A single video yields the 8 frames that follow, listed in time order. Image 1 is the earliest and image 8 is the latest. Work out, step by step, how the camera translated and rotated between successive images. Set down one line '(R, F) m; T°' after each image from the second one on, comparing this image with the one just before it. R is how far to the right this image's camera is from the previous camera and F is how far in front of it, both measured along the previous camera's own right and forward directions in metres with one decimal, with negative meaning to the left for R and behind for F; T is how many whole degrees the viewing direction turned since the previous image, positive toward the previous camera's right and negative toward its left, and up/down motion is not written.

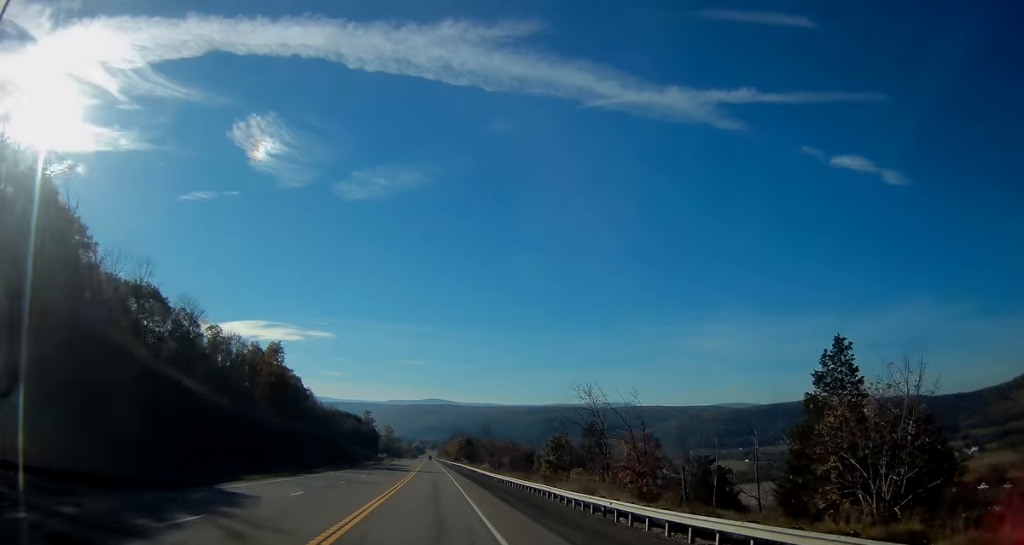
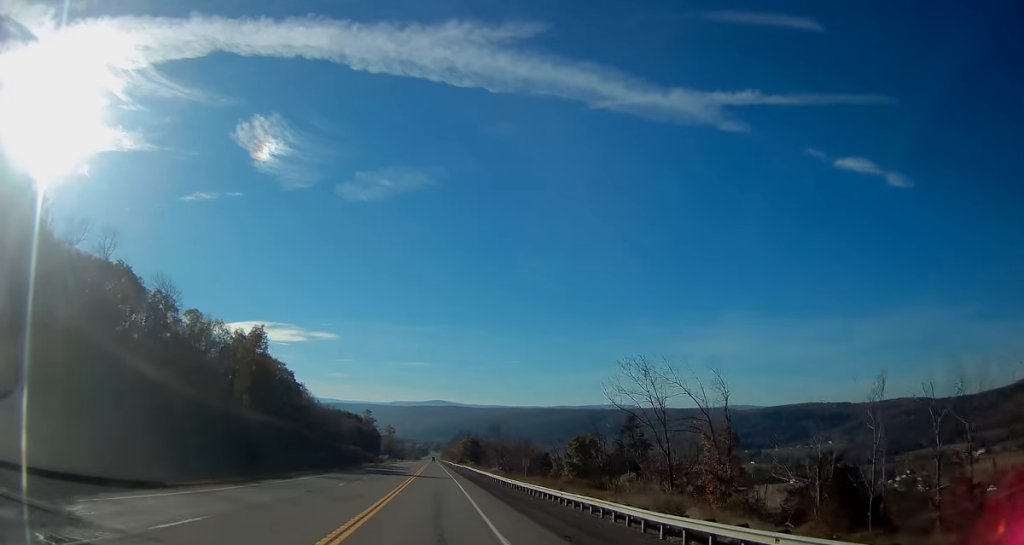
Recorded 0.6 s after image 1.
(+0.2, +12.5) m; 0°
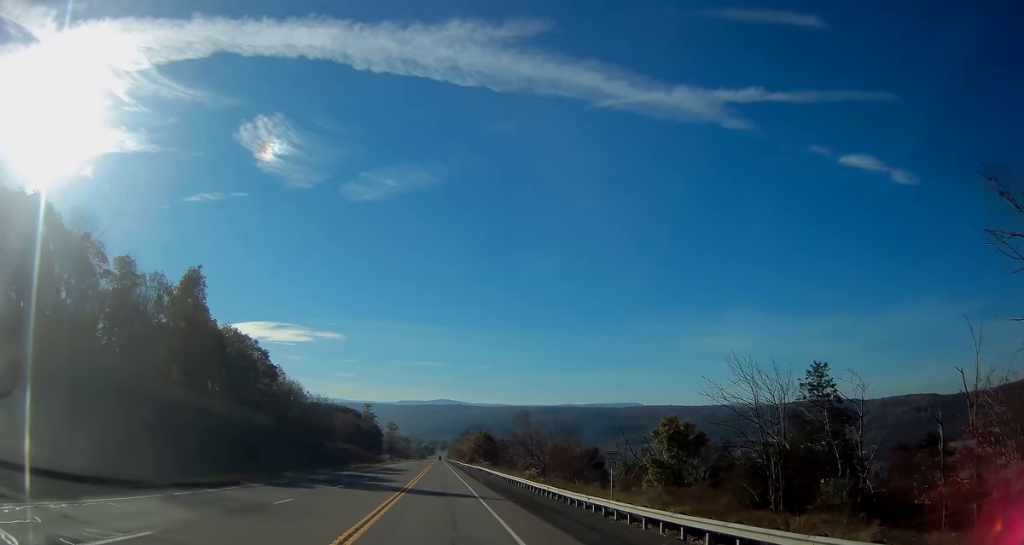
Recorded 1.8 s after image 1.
(-0.3, +27.6) m; -1°
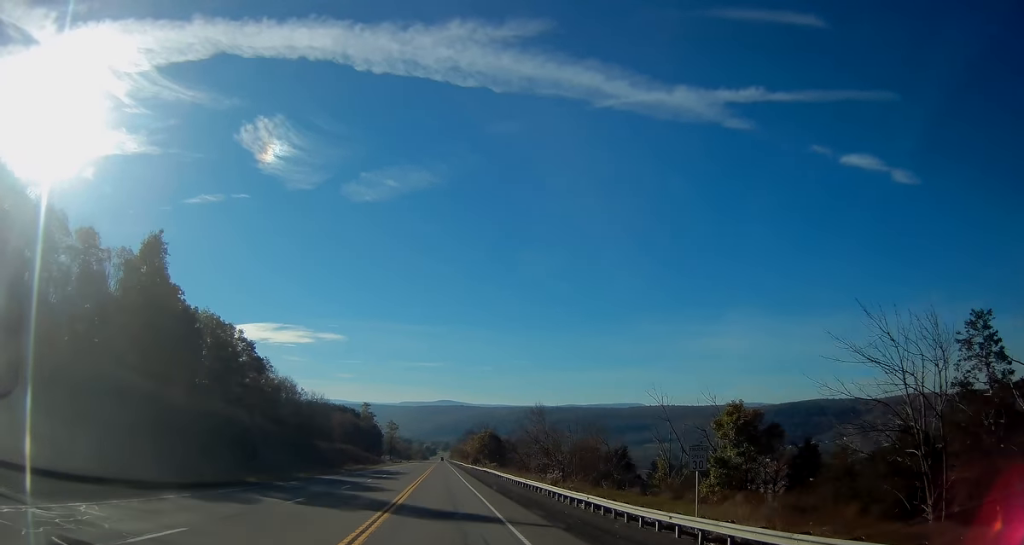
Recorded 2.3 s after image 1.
(0.0, +10.6) m; 0°
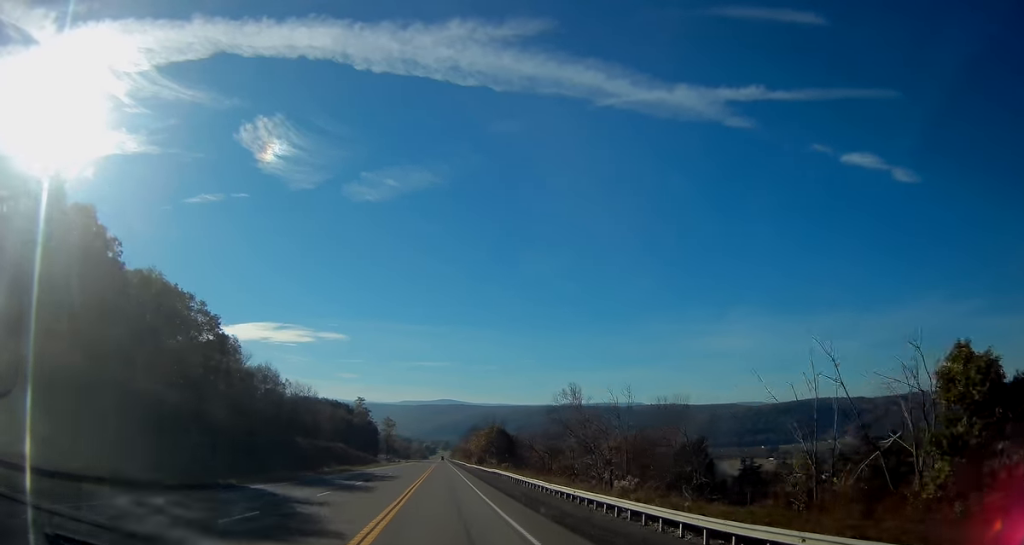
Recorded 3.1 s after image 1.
(-0.1, +19.0) m; 0°
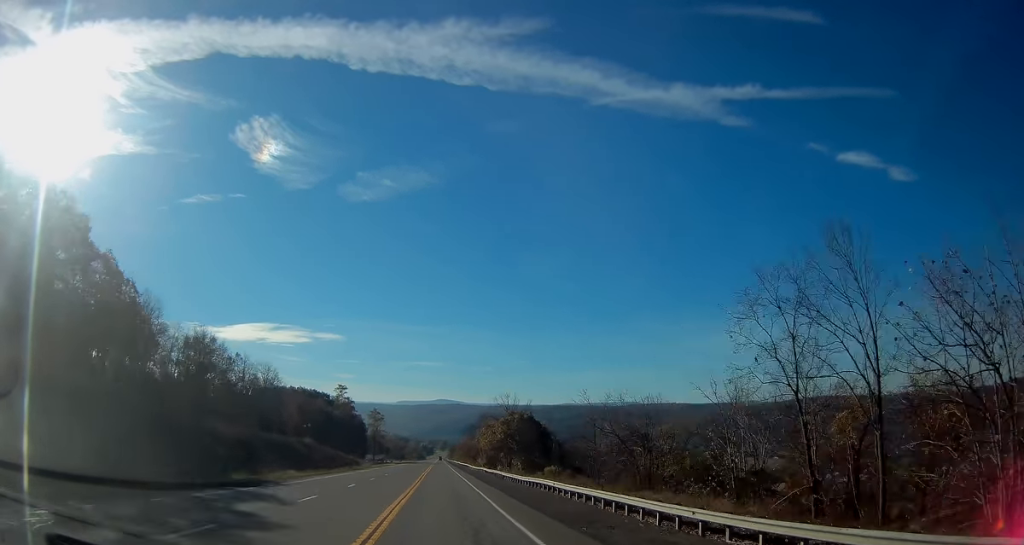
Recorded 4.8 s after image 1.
(+0.2, +39.5) m; 0°
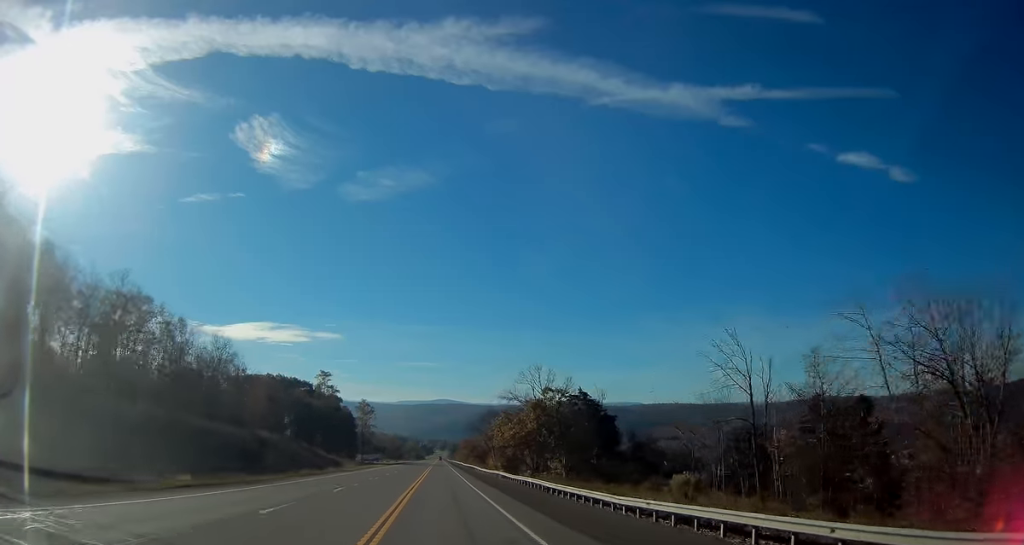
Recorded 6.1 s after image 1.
(-0.2, +29.8) m; 0°
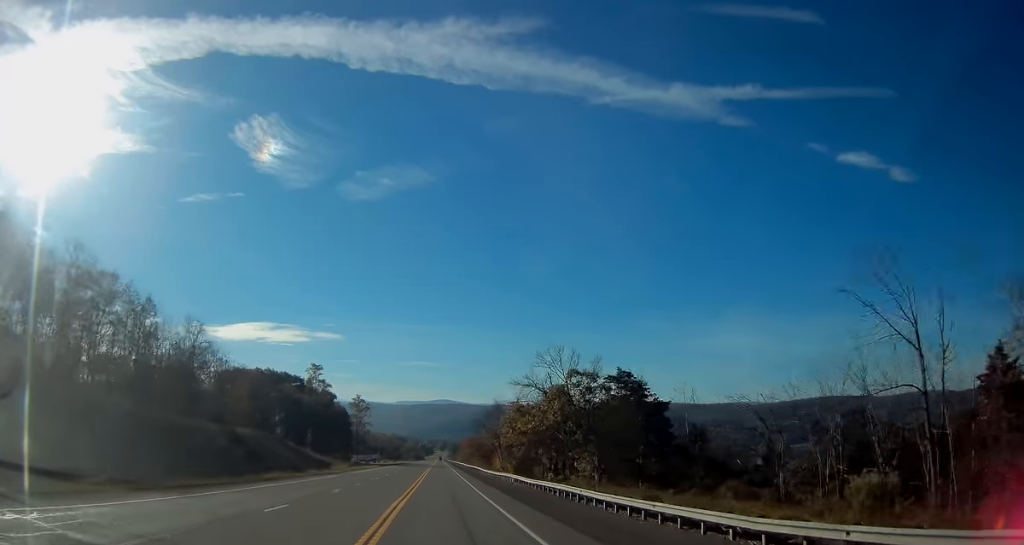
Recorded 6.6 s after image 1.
(+0.2, +11.8) m; 0°
